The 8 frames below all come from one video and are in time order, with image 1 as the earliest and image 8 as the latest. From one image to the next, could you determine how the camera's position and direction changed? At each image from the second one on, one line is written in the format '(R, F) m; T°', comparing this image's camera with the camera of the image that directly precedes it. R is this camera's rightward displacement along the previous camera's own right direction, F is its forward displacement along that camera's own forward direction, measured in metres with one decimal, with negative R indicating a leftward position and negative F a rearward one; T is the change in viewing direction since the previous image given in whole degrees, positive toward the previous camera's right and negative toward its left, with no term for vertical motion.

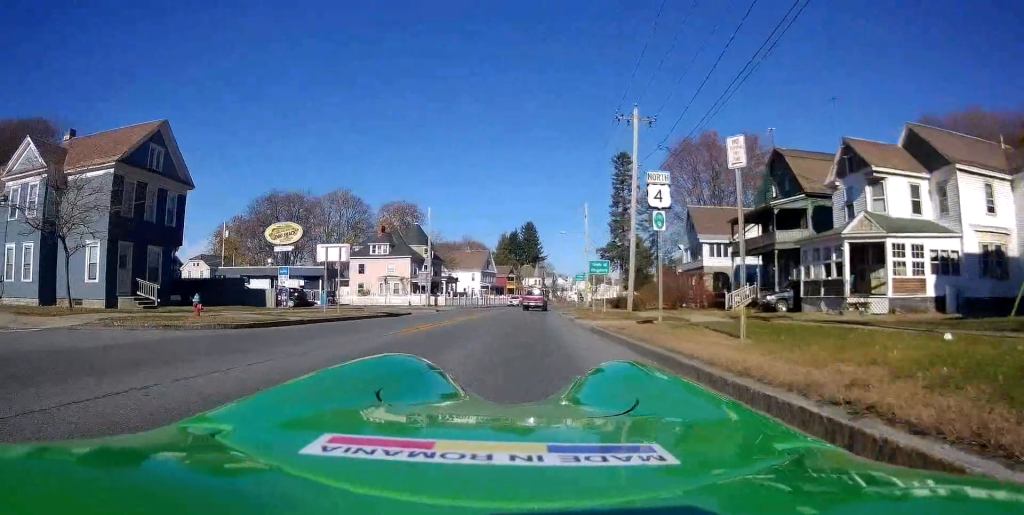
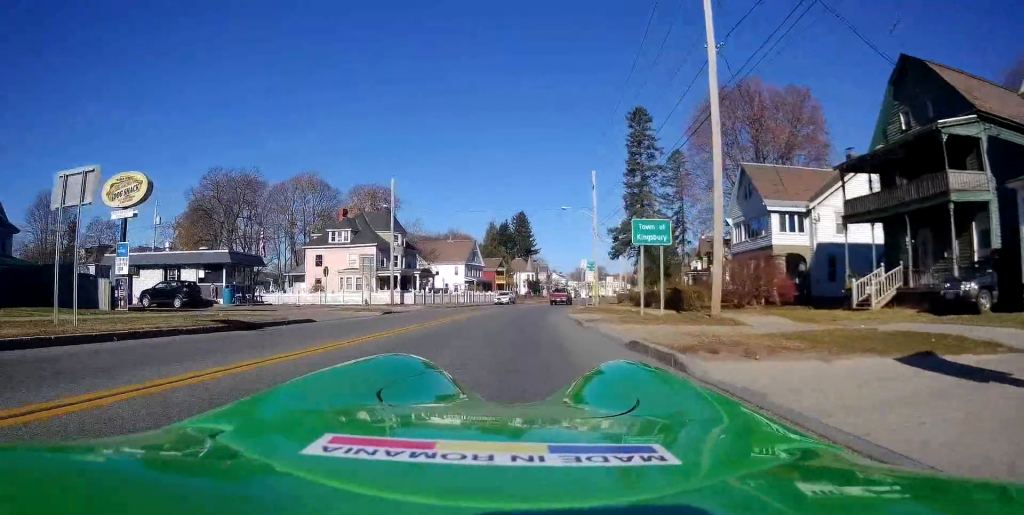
(0.0, +16.0) m; 0°
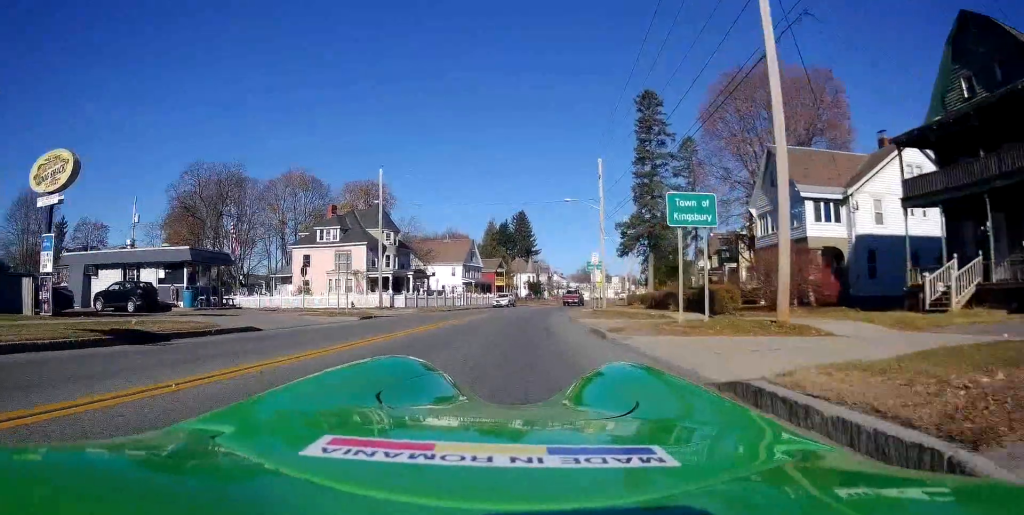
(0.0, +4.5) m; 0°
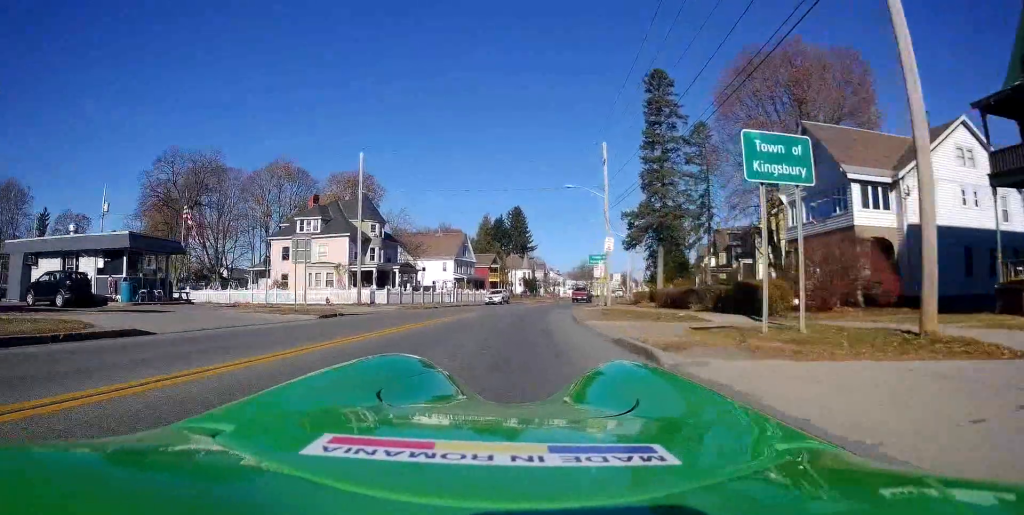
(0.0, +4.9) m; 0°
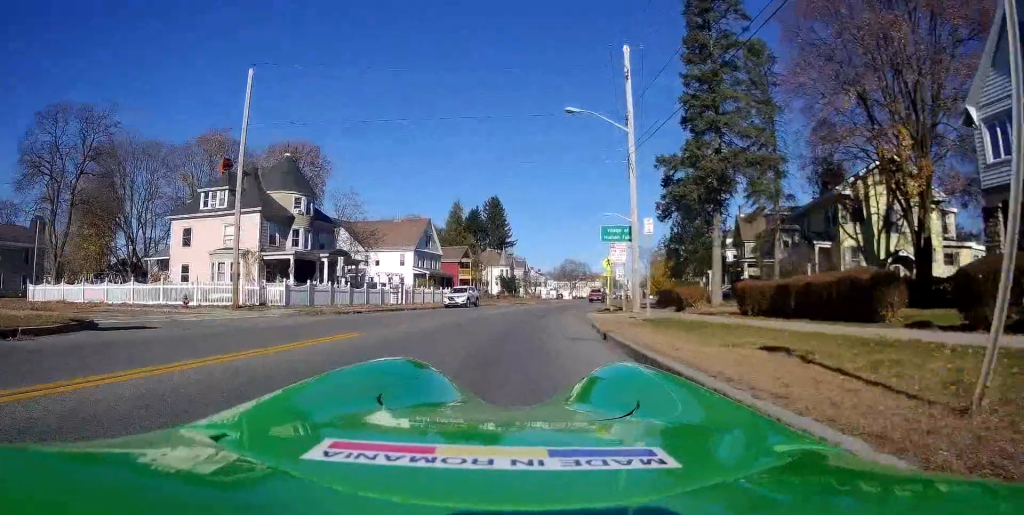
(0.0, +17.2) m; +1°
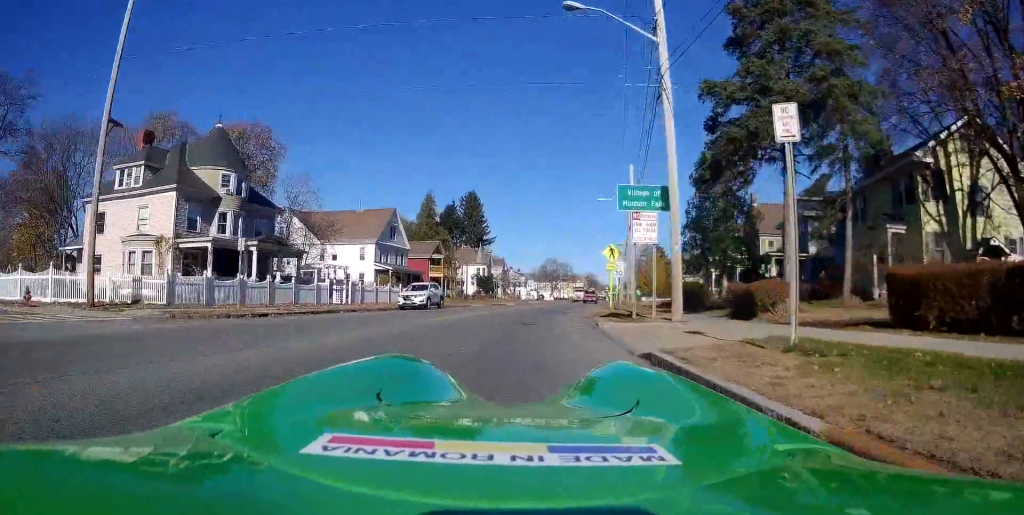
(+0.2, +9.8) m; +4°
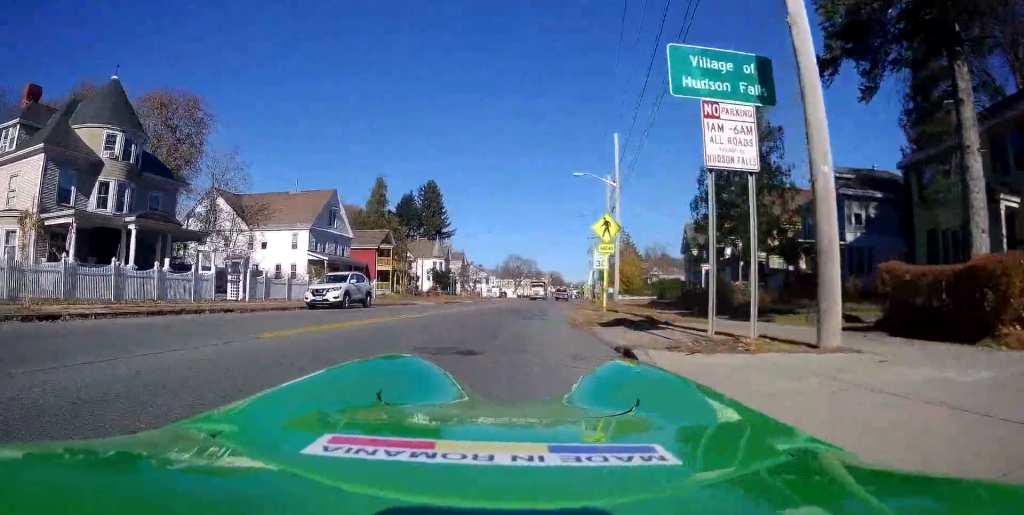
(+0.4, +9.8) m; +3°
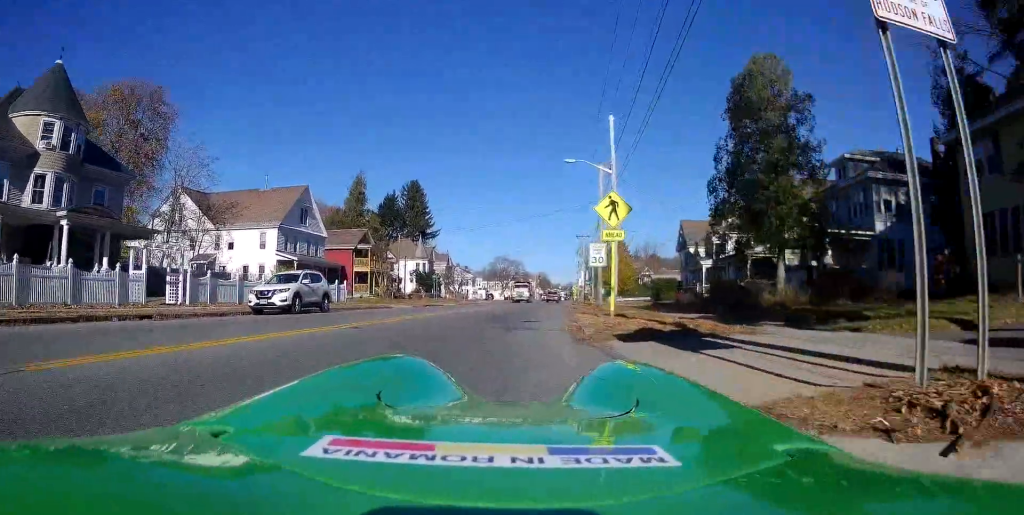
(+0.1, +4.4) m; 0°
